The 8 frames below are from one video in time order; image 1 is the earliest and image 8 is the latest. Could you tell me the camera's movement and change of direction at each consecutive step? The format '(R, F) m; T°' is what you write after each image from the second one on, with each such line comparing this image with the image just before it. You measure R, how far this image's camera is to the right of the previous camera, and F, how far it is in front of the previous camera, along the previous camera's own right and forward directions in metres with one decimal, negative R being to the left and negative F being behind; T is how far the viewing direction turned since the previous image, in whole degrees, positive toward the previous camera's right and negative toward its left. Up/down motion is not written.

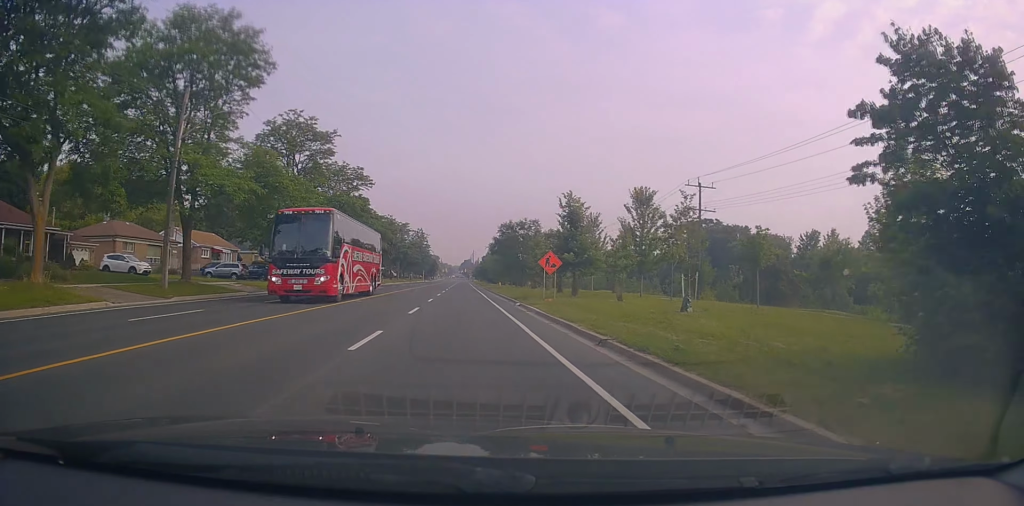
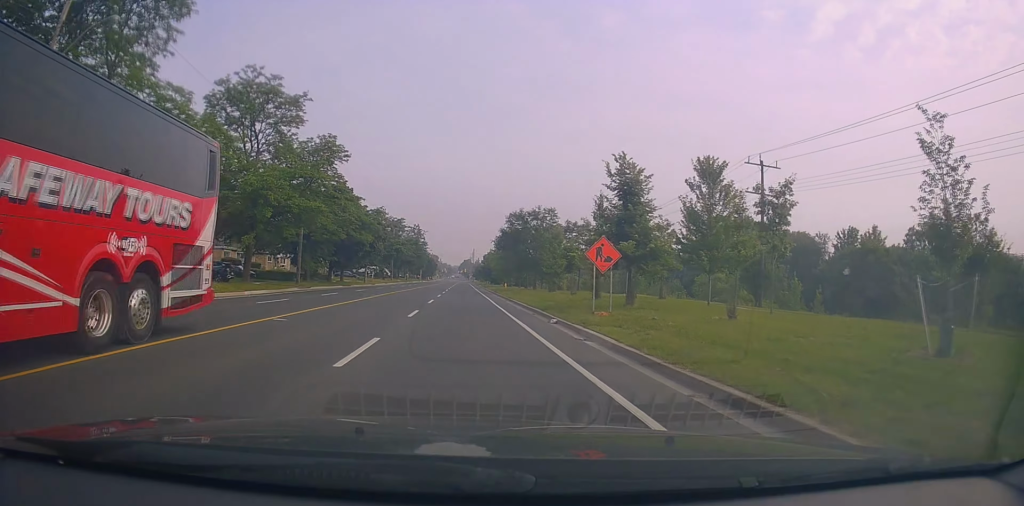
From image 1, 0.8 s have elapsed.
(+0.6, +10.8) m; +1°
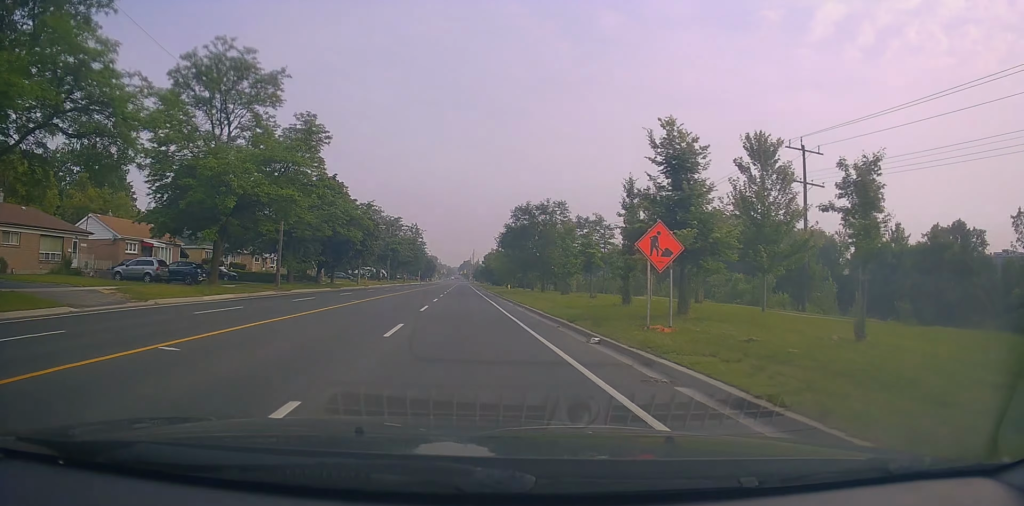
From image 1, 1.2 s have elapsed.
(-0.1, +5.4) m; -1°
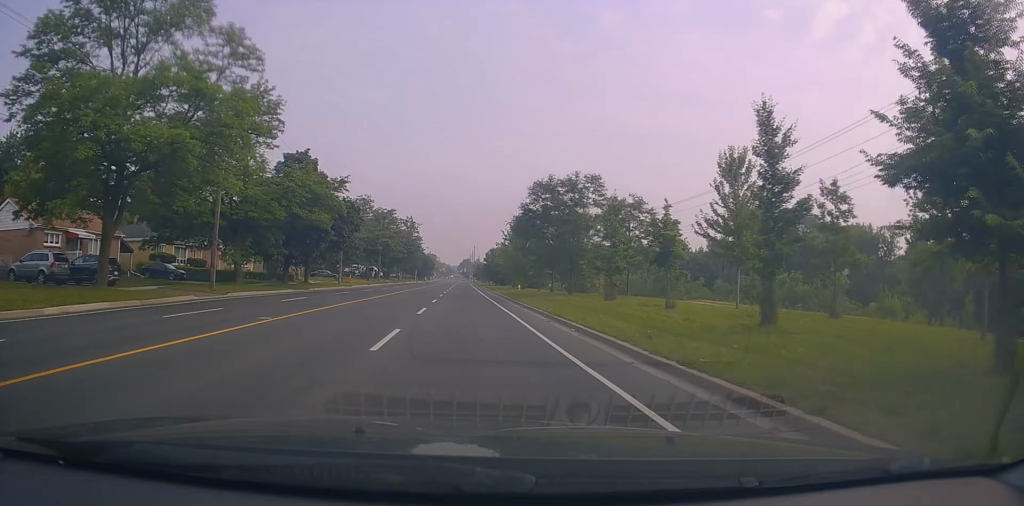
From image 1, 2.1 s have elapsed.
(-0.3, +11.8) m; -2°
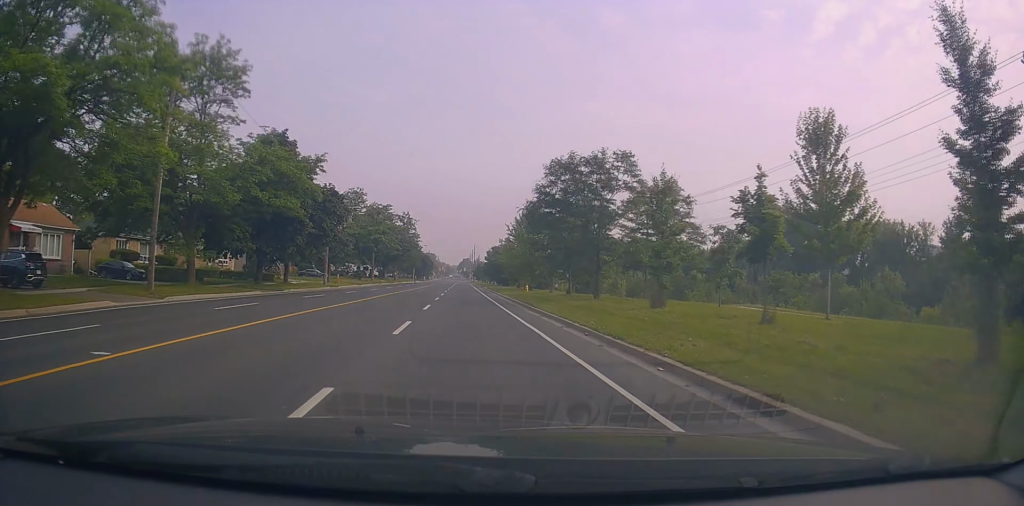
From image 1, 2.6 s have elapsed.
(-0.1, +6.9) m; 0°
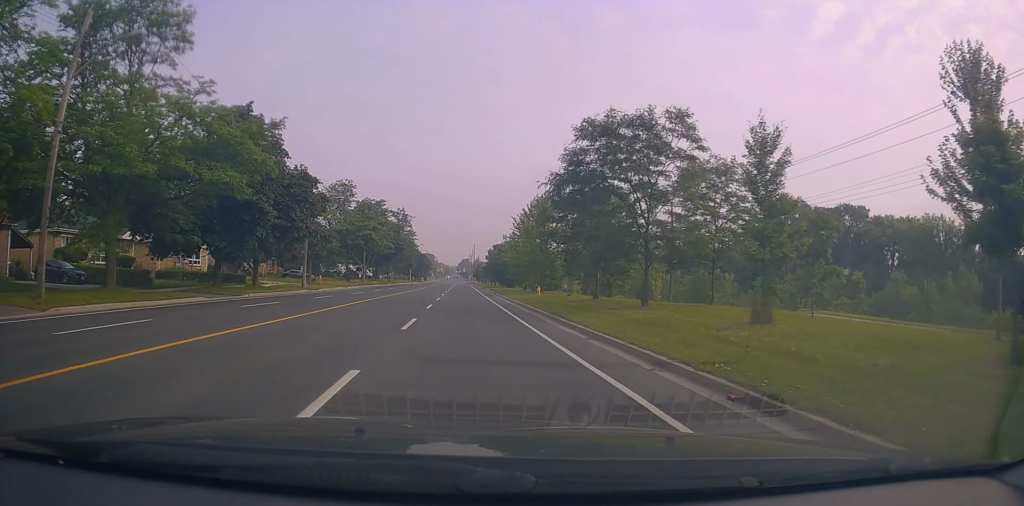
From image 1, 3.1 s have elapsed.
(0.0, +7.8) m; +1°
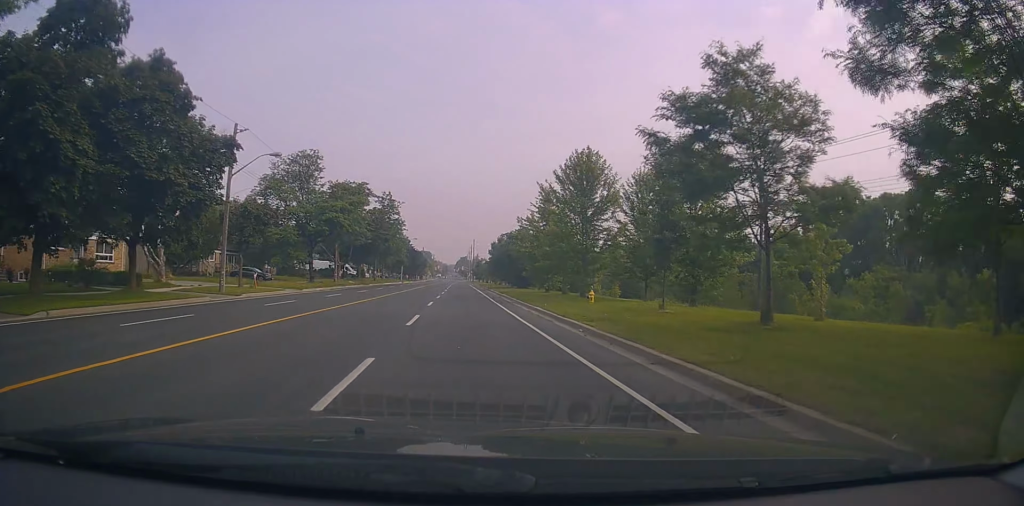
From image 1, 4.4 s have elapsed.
(+0.4, +17.6) m; +1°
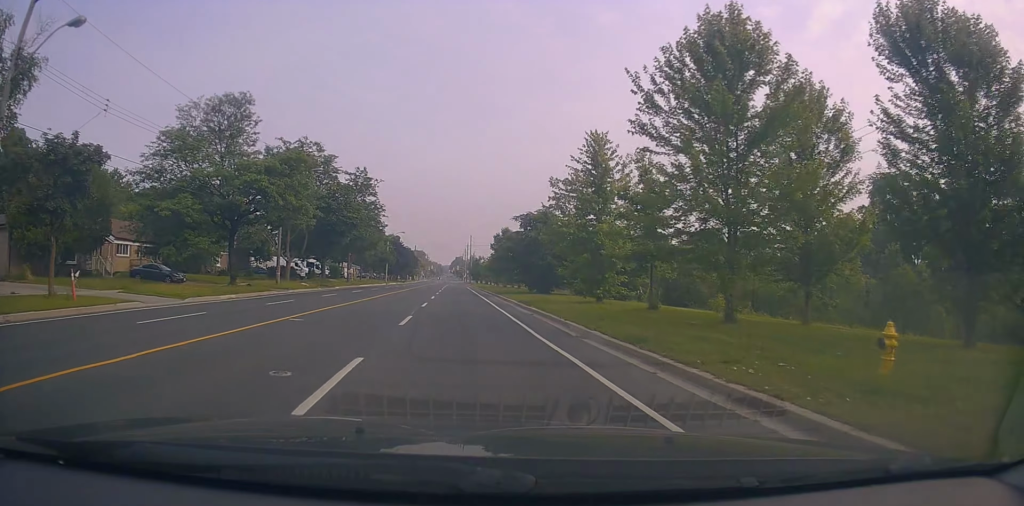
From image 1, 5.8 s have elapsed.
(0.0, +19.2) m; 0°
